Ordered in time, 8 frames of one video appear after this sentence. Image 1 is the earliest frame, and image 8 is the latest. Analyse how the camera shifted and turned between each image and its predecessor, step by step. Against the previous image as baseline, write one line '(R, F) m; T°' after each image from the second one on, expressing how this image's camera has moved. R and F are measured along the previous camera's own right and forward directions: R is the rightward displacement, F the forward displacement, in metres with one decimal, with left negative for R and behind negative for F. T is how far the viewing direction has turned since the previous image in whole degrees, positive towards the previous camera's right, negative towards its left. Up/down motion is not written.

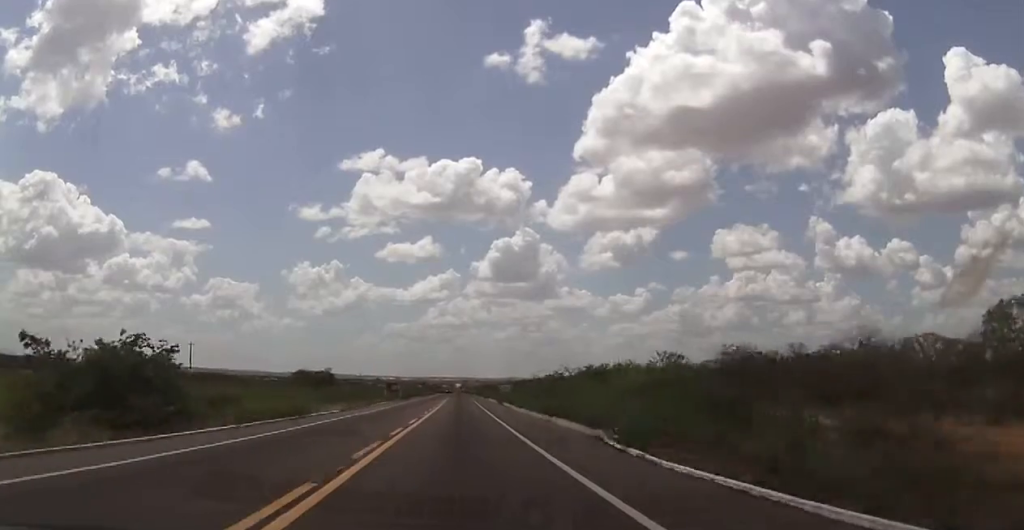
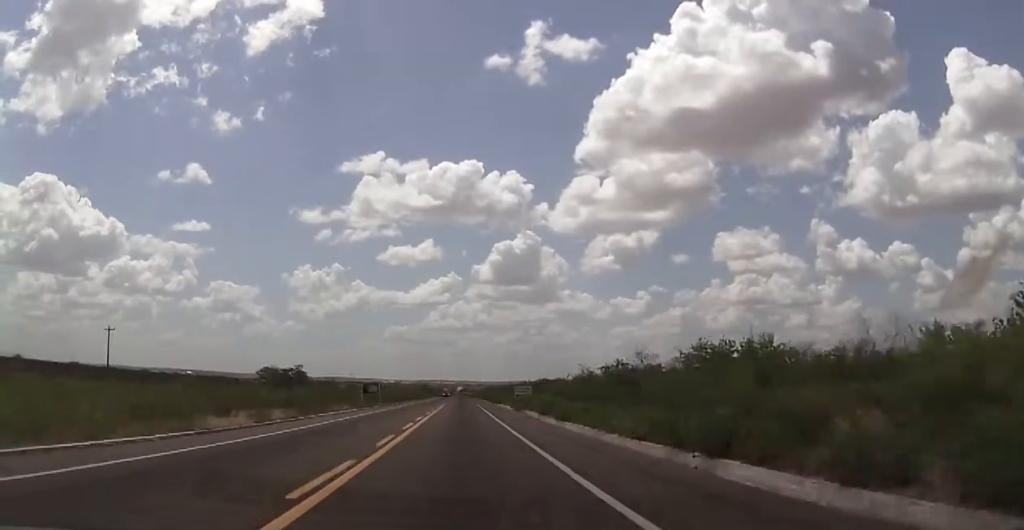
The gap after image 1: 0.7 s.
(0.0, +25.5) m; 0°
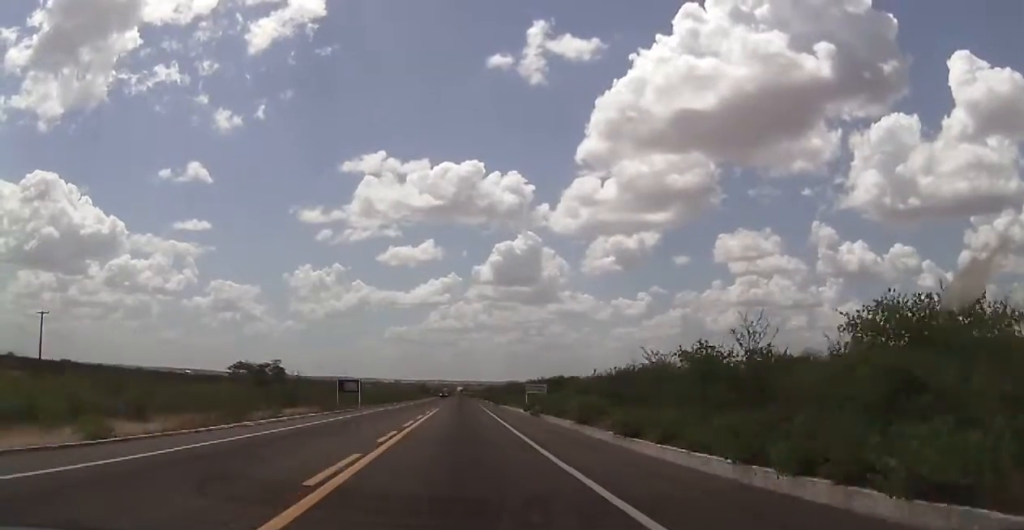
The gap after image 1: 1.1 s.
(+0.2, +14.1) m; 0°
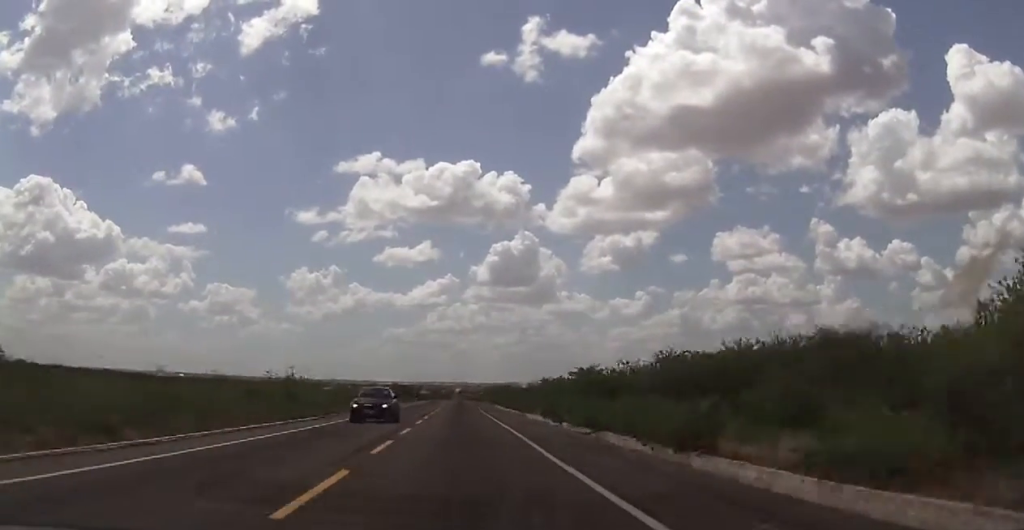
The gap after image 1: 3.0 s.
(-0.5, +66.7) m; -1°
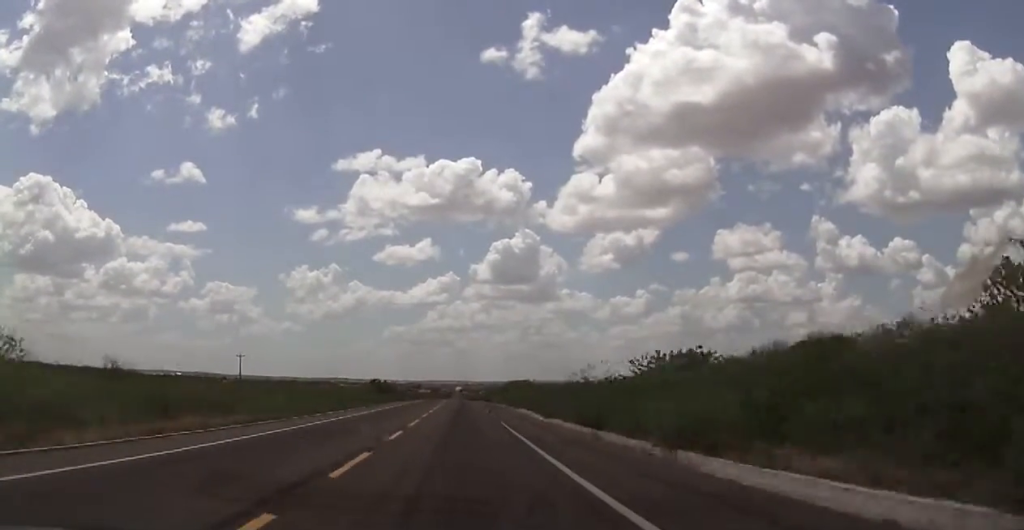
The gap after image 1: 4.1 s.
(0.0, +38.7) m; 0°
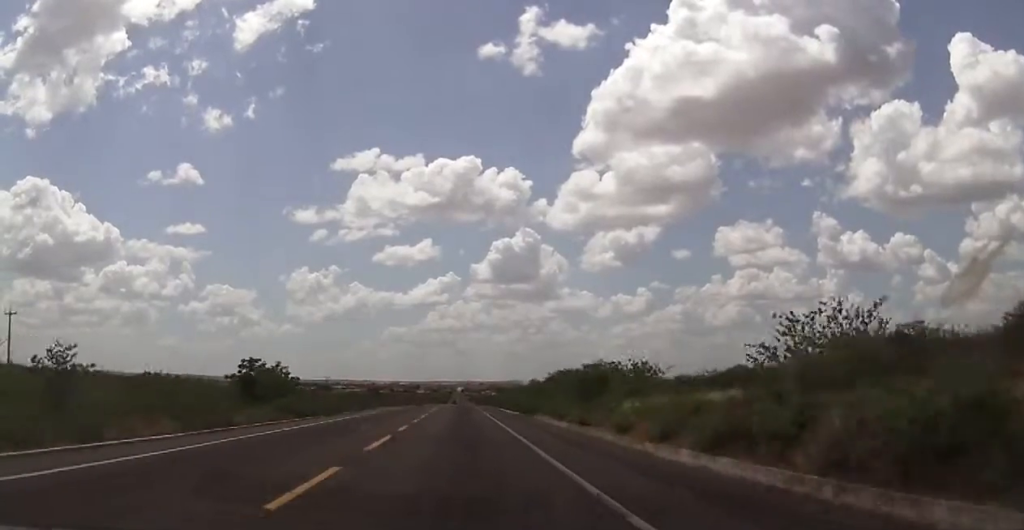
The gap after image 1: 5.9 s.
(-0.3, +66.4) m; 0°
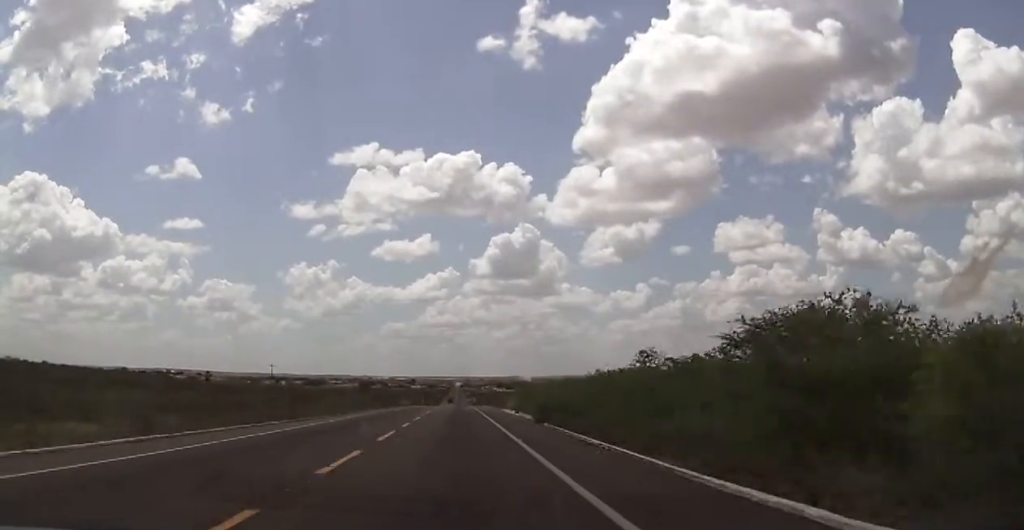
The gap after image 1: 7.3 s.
(+0.3, +53.5) m; +1°
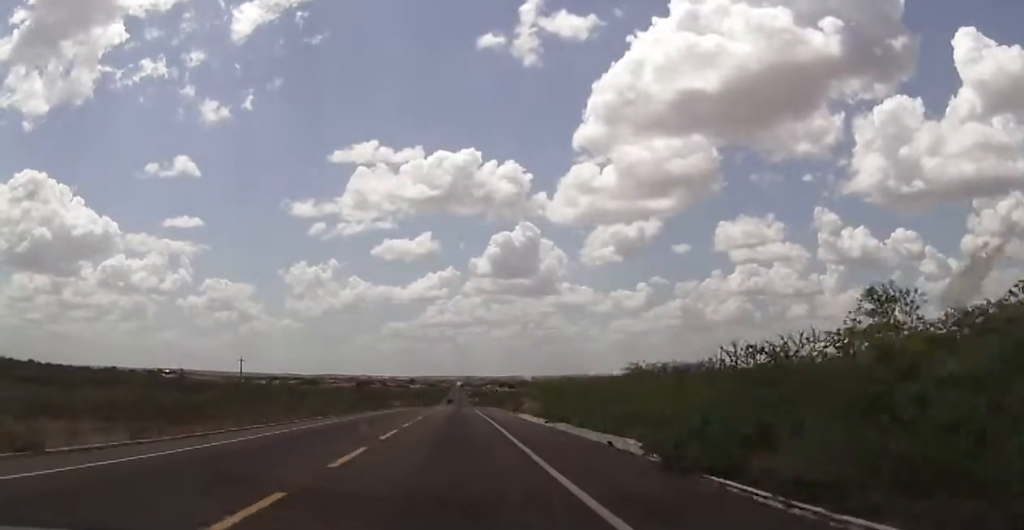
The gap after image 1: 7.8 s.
(0.0, +19.9) m; 0°
